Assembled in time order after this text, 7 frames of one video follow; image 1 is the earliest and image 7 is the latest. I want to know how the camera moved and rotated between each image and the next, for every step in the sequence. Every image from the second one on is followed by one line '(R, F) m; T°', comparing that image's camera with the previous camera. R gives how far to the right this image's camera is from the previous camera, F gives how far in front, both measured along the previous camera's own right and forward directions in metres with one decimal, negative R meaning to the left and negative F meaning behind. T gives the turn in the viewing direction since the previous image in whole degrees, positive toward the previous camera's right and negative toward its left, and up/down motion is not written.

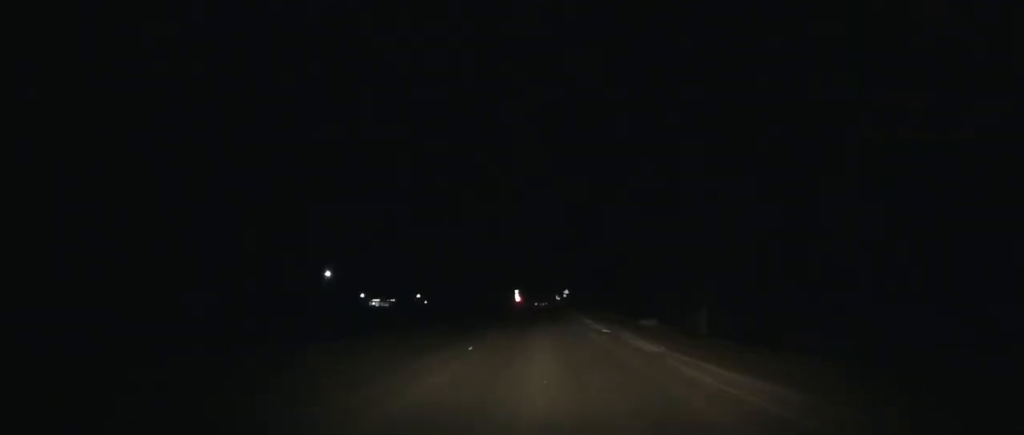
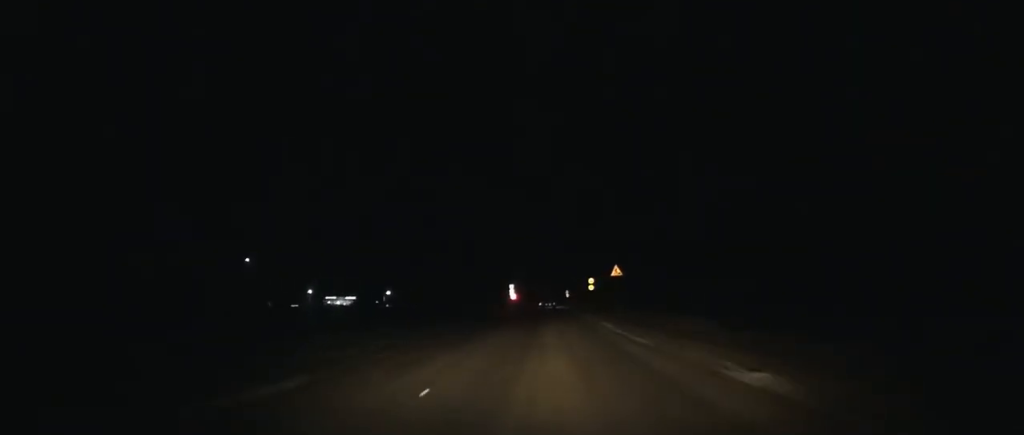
(0.0, +87.7) m; 0°
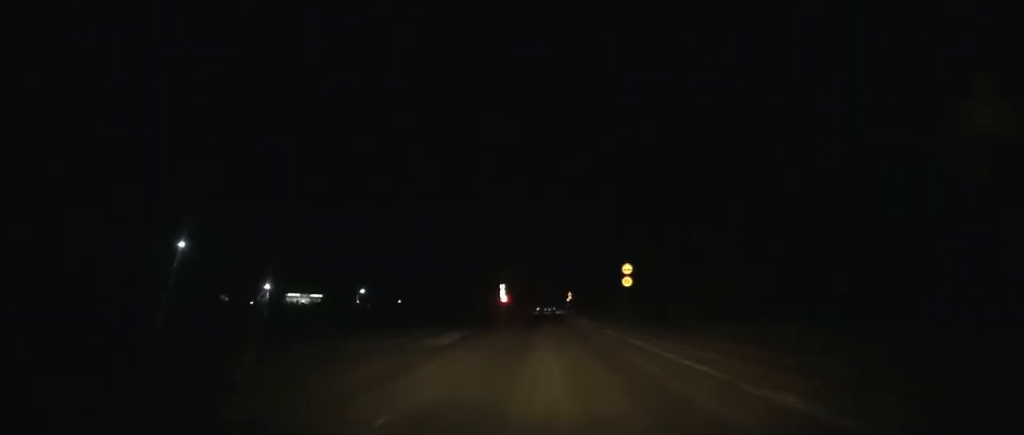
(0.0, +40.3) m; 0°
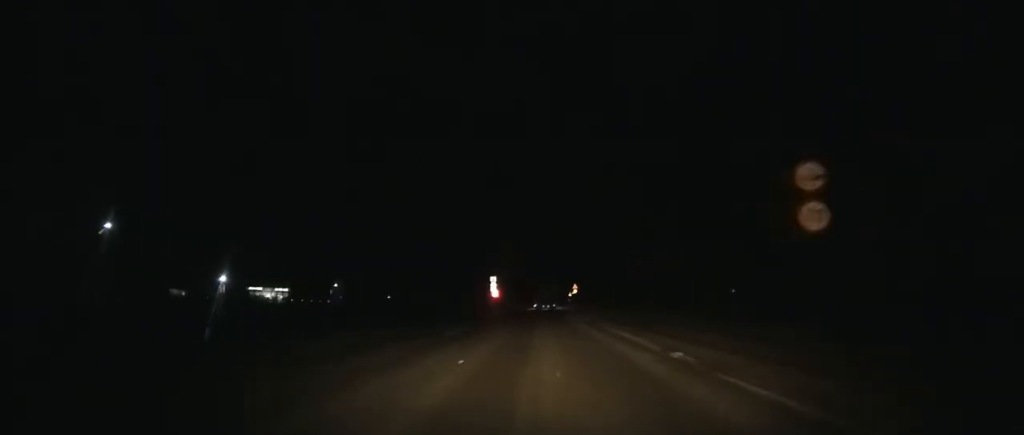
(-0.1, +31.8) m; 0°
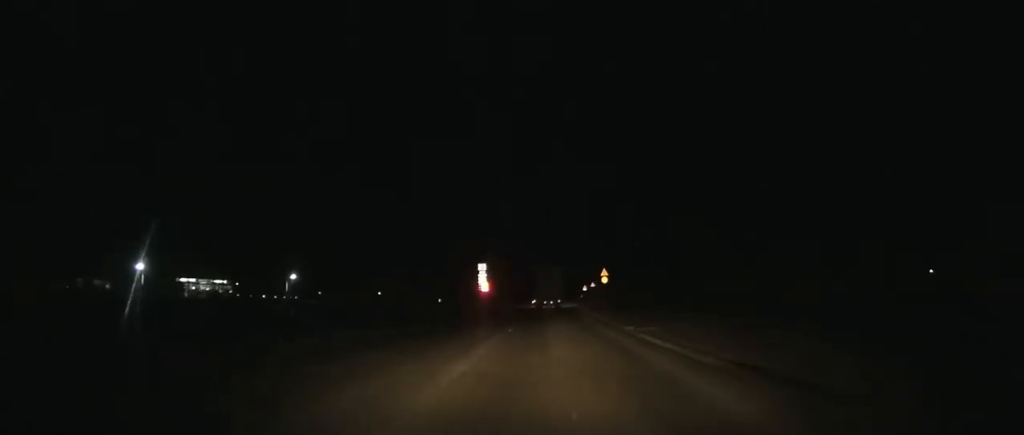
(0.0, +45.7) m; 0°
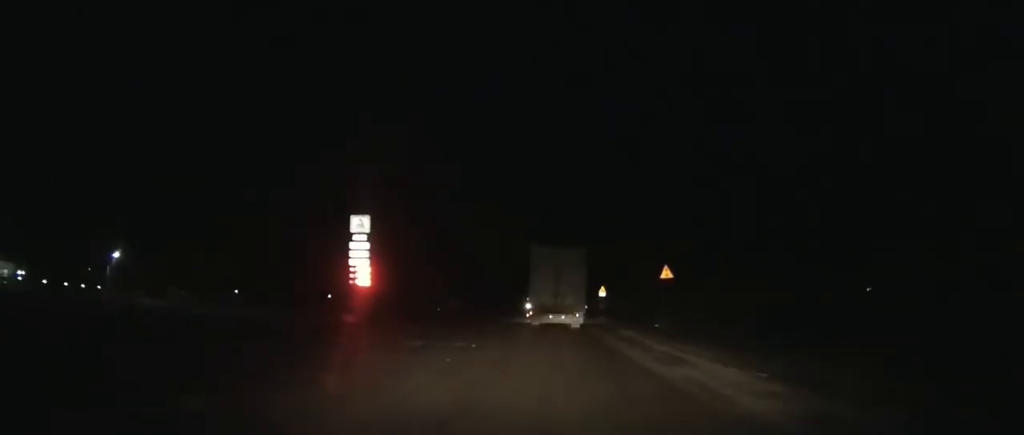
(+0.5, +82.7) m; +1°
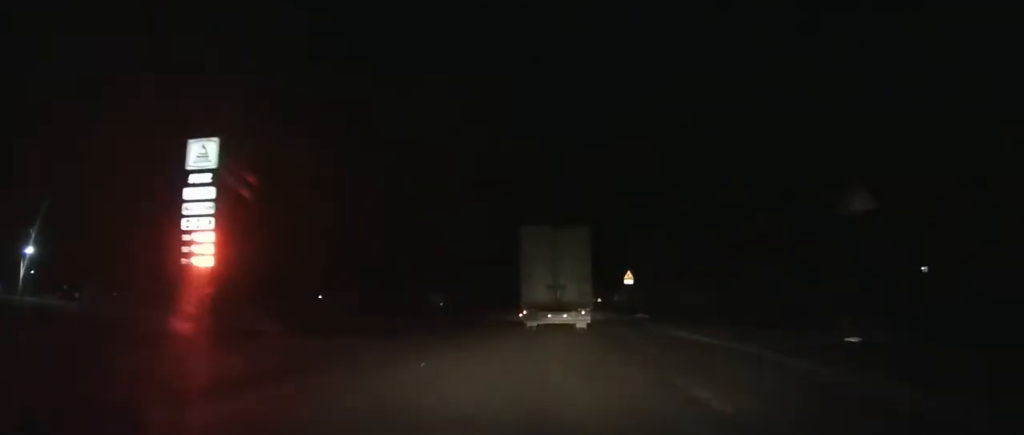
(0.0, +24.8) m; 0°
